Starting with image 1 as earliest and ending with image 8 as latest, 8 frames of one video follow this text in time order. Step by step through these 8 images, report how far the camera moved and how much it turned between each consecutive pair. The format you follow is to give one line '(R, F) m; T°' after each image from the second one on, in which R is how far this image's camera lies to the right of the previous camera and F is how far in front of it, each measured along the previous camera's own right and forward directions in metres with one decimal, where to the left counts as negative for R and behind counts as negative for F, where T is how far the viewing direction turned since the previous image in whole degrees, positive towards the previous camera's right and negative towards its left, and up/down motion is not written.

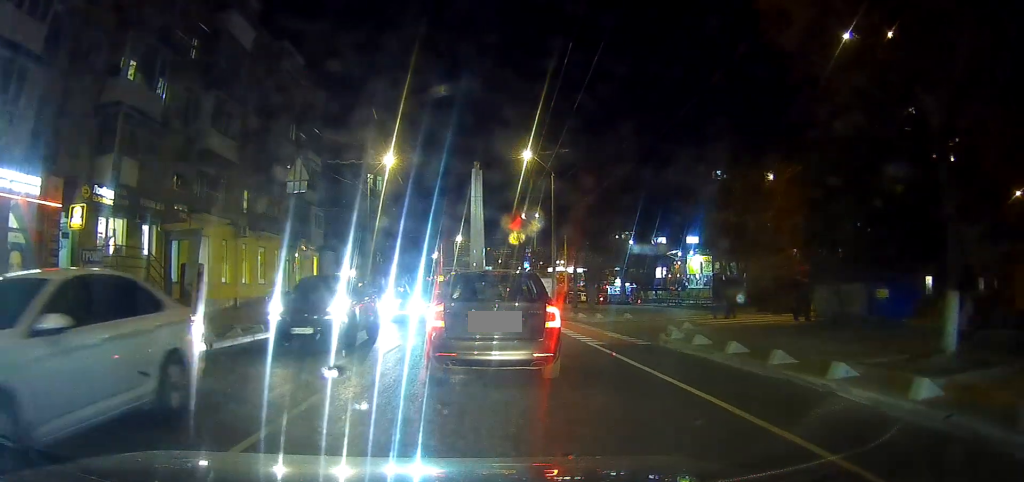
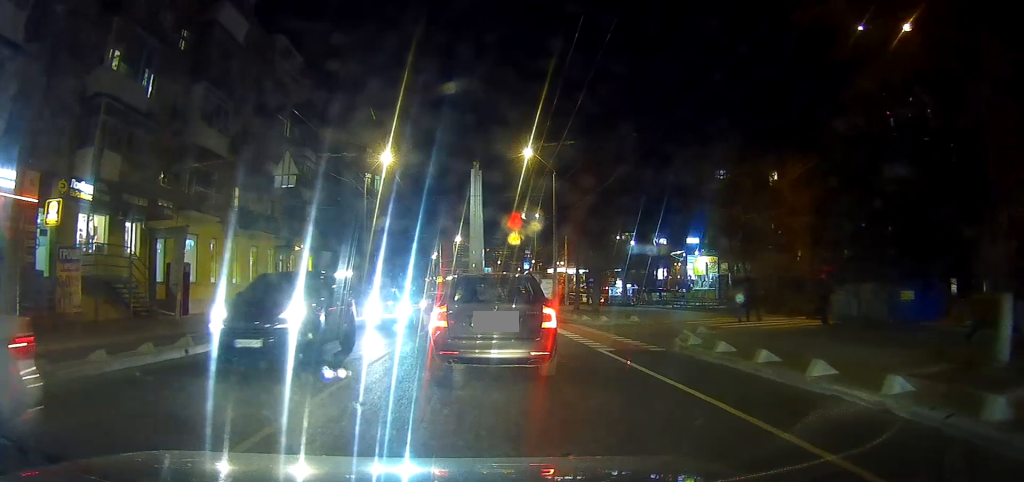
(+0.1, +1.2) m; 0°
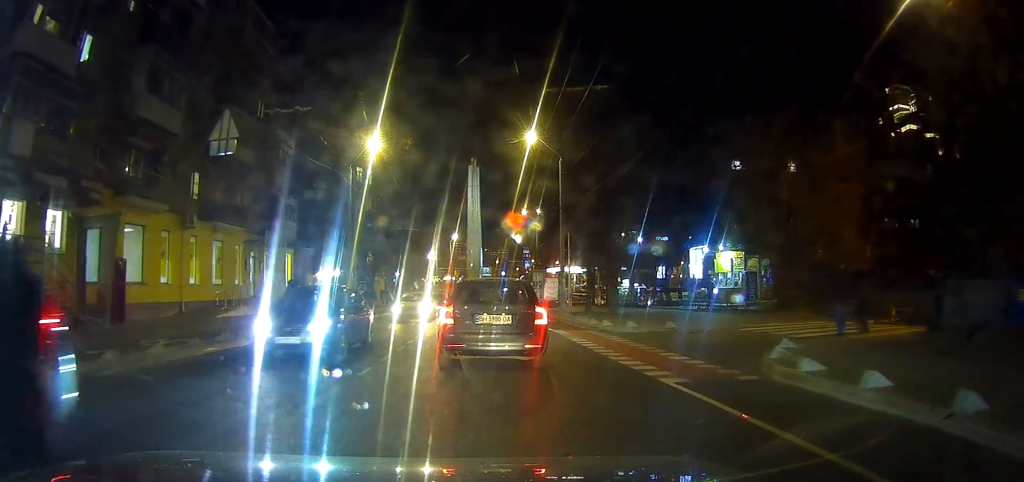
(+0.2, +5.0) m; +5°
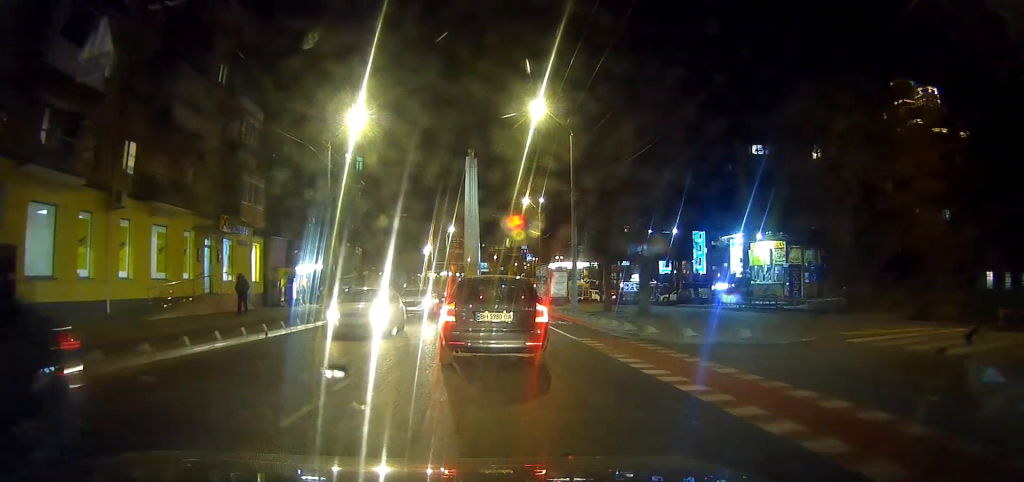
(0.0, +5.6) m; 0°
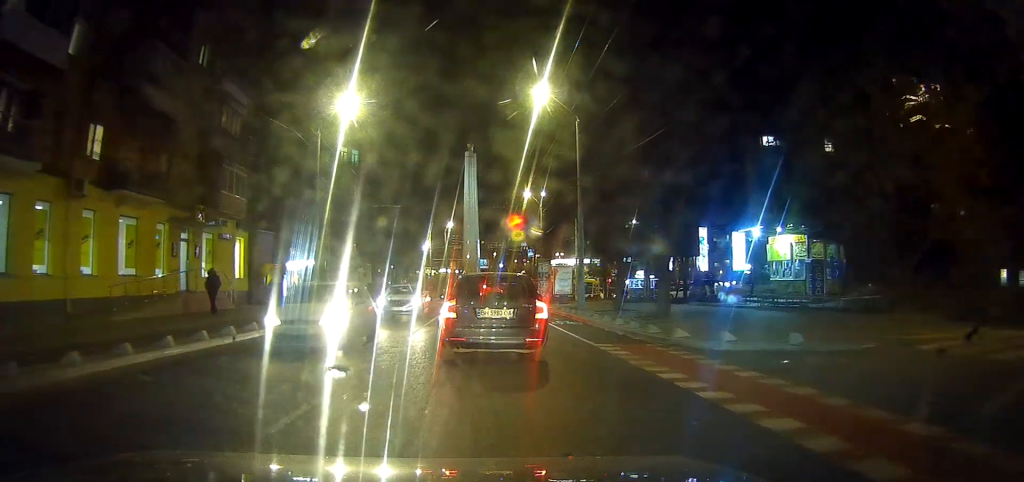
(+0.1, +2.4) m; 0°
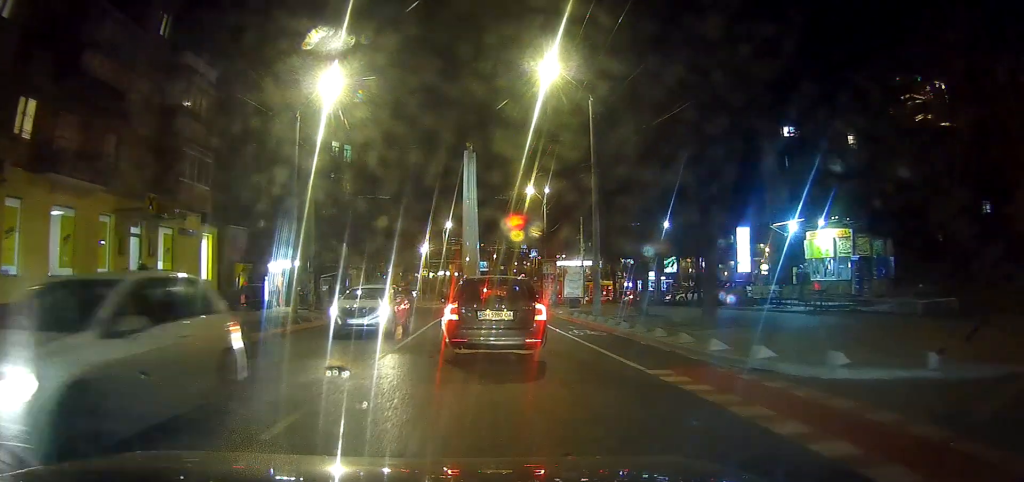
(+0.1, +4.3) m; +1°
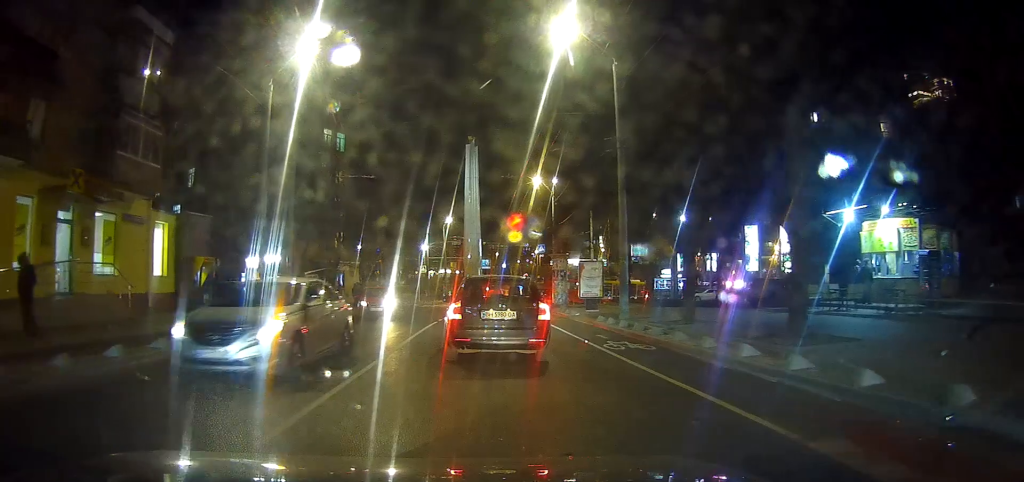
(0.0, +4.7) m; +1°
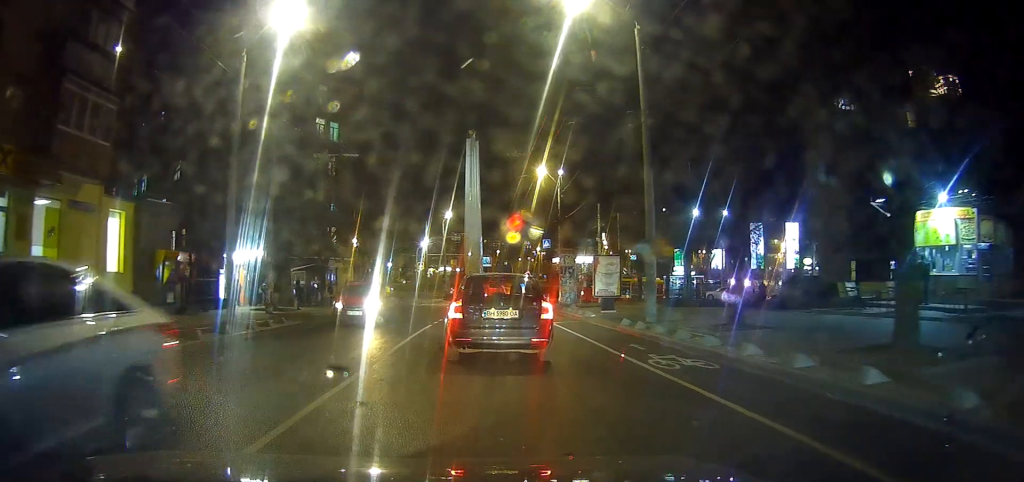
(+0.2, +3.5) m; 0°
